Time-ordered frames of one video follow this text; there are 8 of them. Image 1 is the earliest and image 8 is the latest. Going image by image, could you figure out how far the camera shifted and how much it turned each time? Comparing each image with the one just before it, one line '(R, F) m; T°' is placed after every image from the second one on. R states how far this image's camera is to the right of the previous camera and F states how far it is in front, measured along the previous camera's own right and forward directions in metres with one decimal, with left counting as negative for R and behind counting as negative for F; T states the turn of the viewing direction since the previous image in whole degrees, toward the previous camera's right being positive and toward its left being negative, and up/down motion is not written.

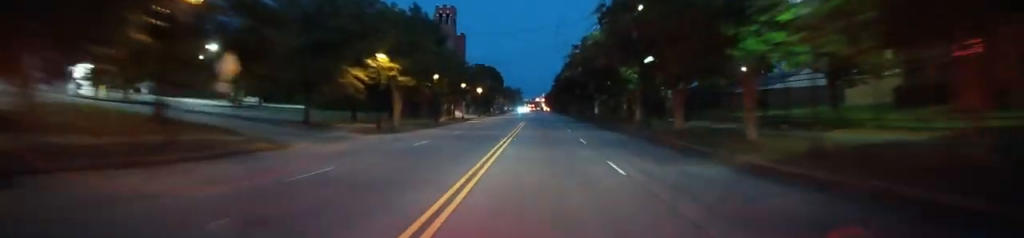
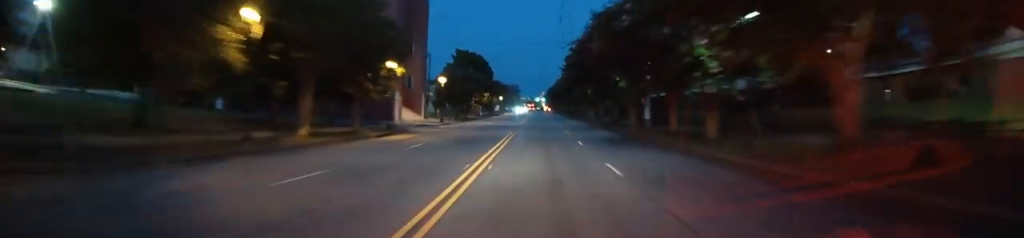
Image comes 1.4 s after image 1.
(+0.1, +36.9) m; 0°
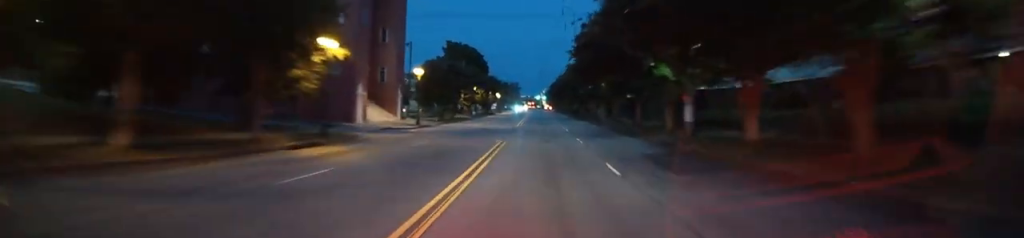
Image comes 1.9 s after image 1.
(+0.1, +12.5) m; 0°
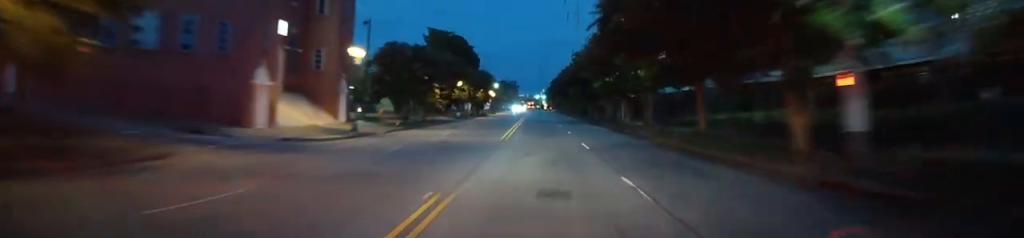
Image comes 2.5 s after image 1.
(+0.1, +16.1) m; 0°
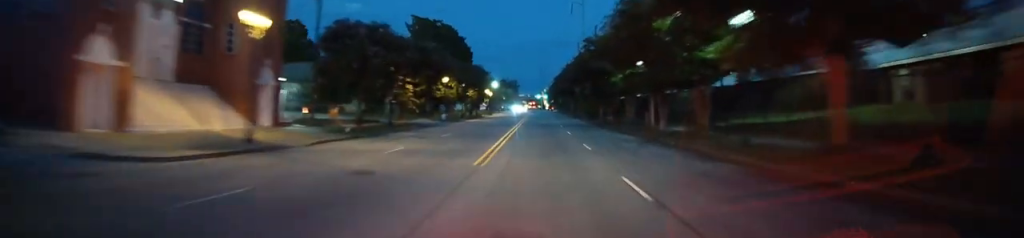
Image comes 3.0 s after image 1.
(-0.1, +12.1) m; 0°
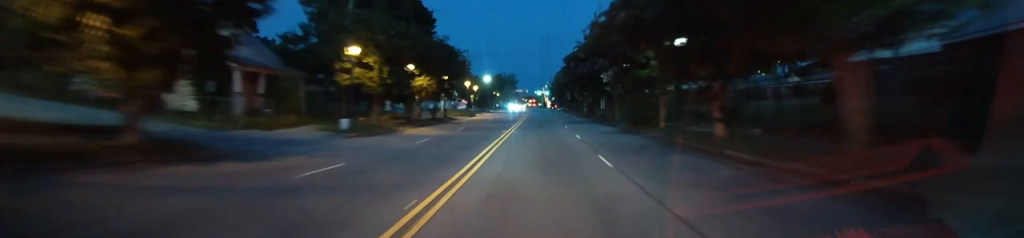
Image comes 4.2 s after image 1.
(0.0, +31.6) m; 0°
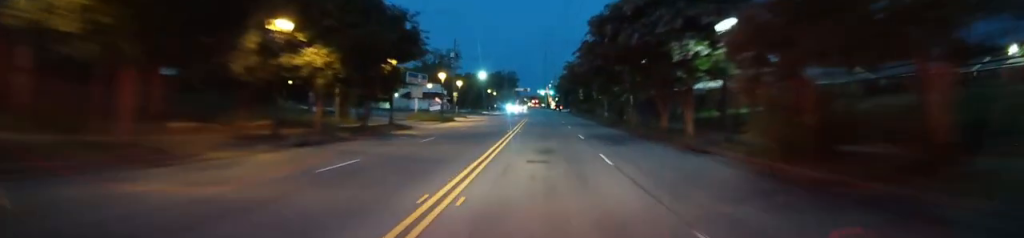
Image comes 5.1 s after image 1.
(-0.1, +23.7) m; 0°
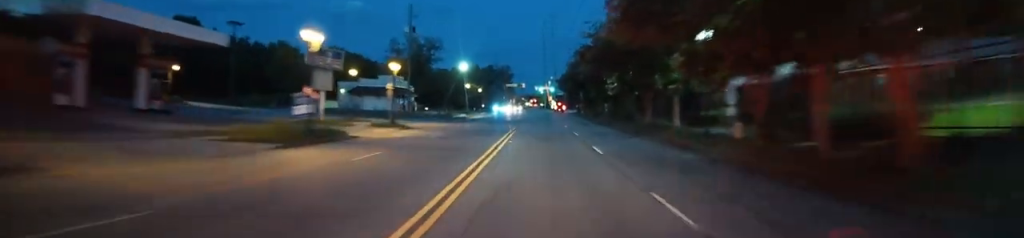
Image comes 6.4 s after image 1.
(-0.1, +34.9) m; 0°
